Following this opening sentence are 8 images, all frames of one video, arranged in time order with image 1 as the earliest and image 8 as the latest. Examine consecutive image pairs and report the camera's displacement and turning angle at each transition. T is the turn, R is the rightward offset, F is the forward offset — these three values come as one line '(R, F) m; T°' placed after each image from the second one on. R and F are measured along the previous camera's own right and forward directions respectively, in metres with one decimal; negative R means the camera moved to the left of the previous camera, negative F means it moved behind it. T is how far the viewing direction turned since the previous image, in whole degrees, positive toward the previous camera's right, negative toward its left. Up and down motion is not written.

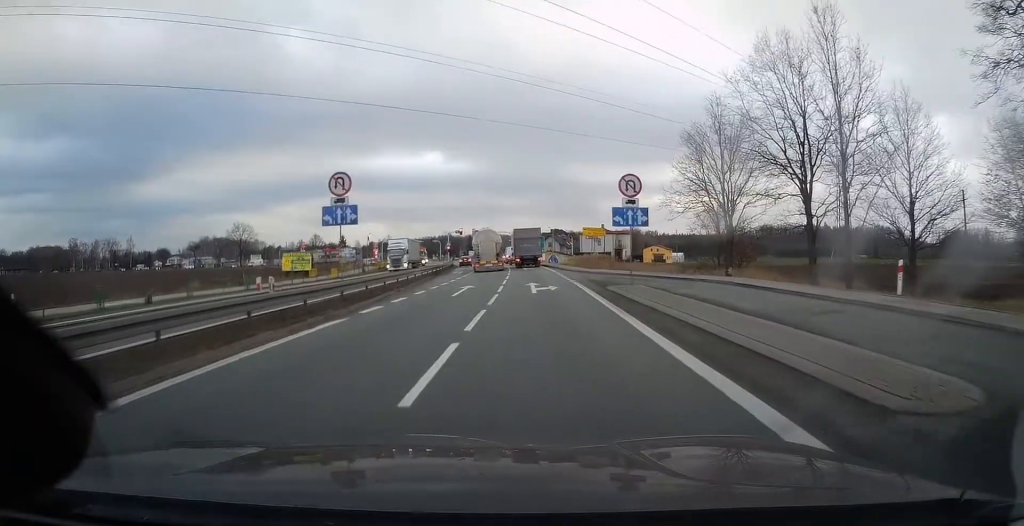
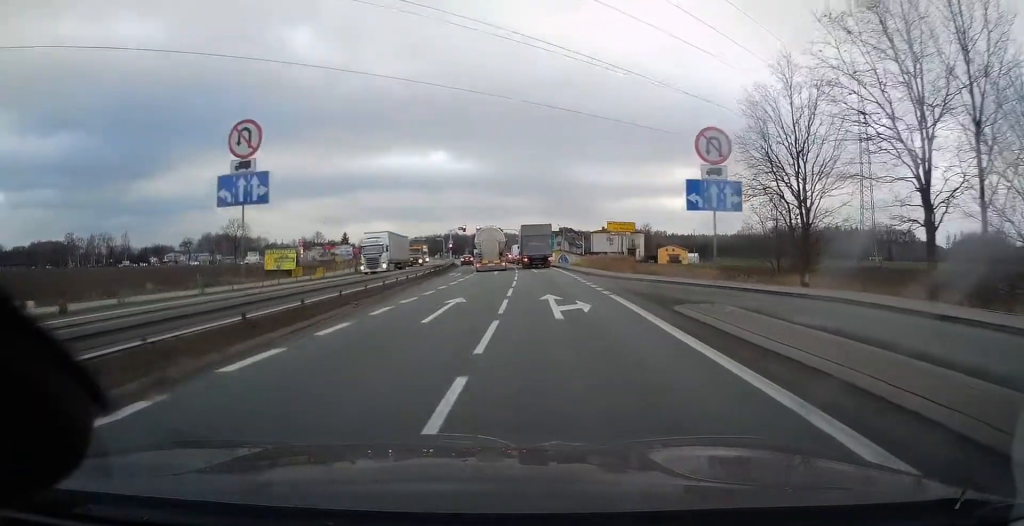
(0.0, +8.9) m; 0°
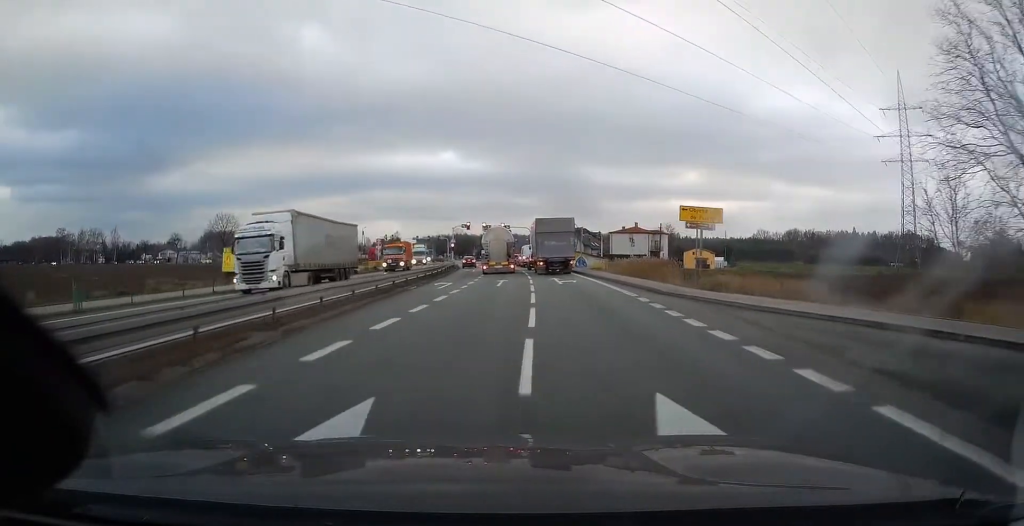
(0.0, +14.5) m; +1°
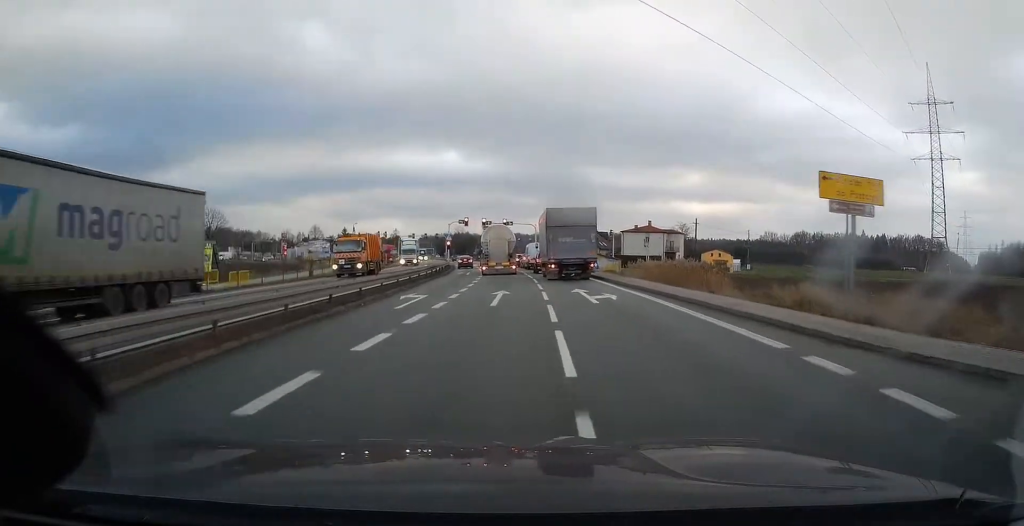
(+0.1, +10.9) m; 0°
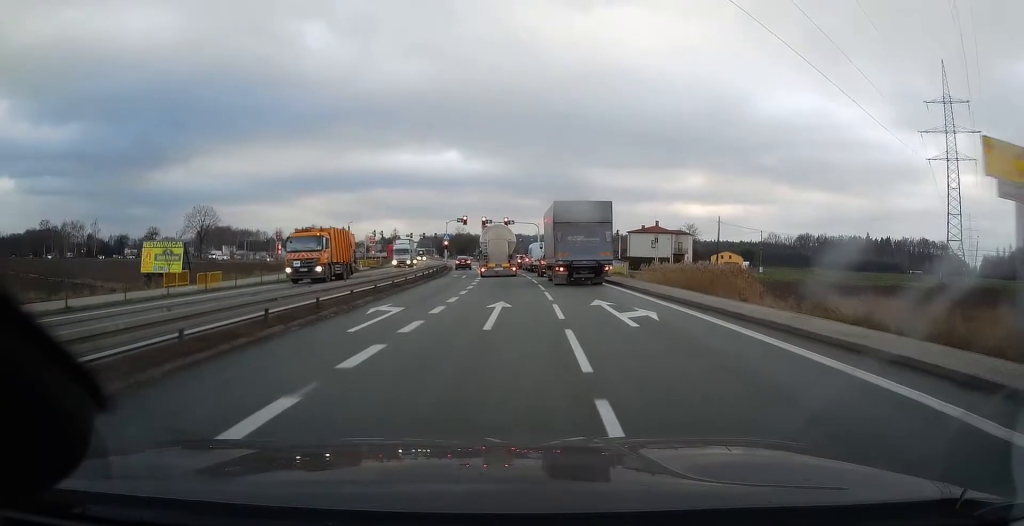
(0.0, +5.3) m; 0°
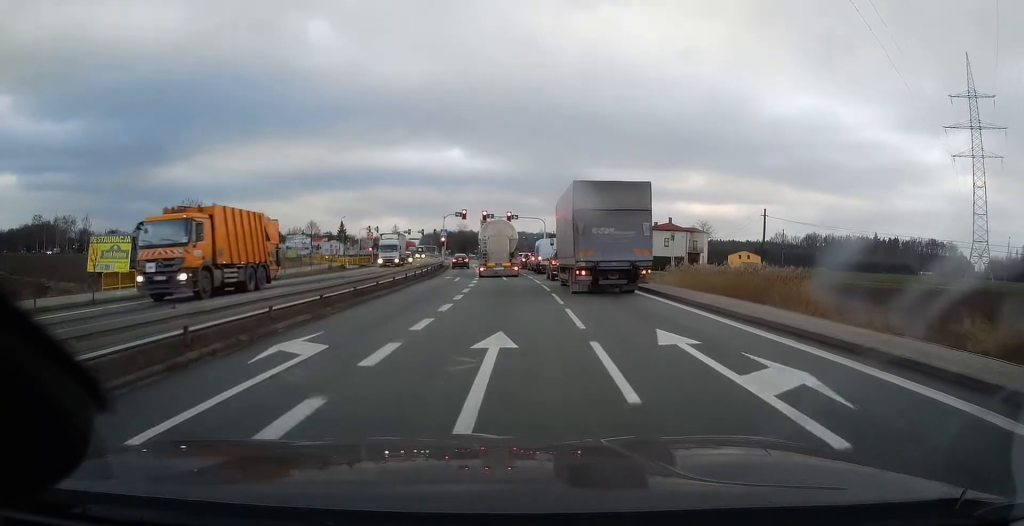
(0.0, +7.7) m; 0°
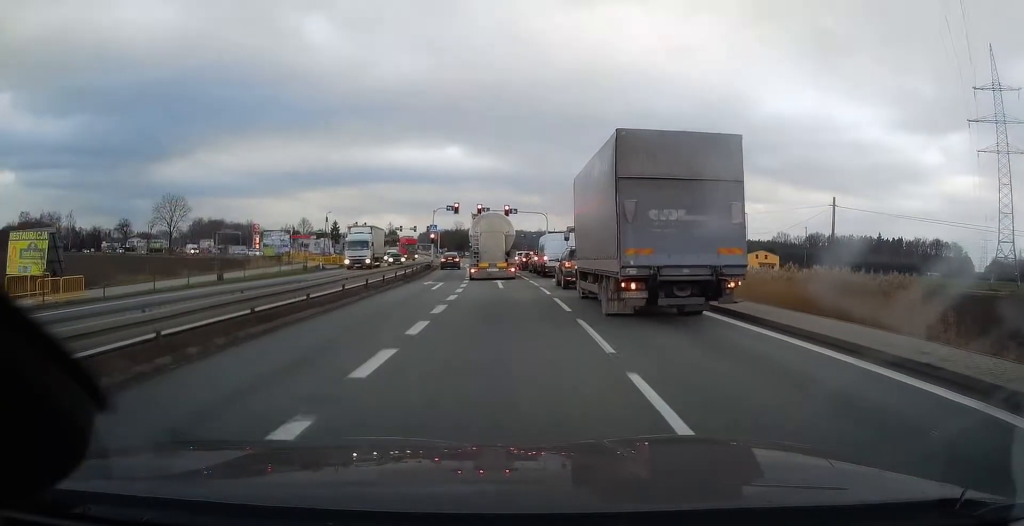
(0.0, +9.0) m; +2°
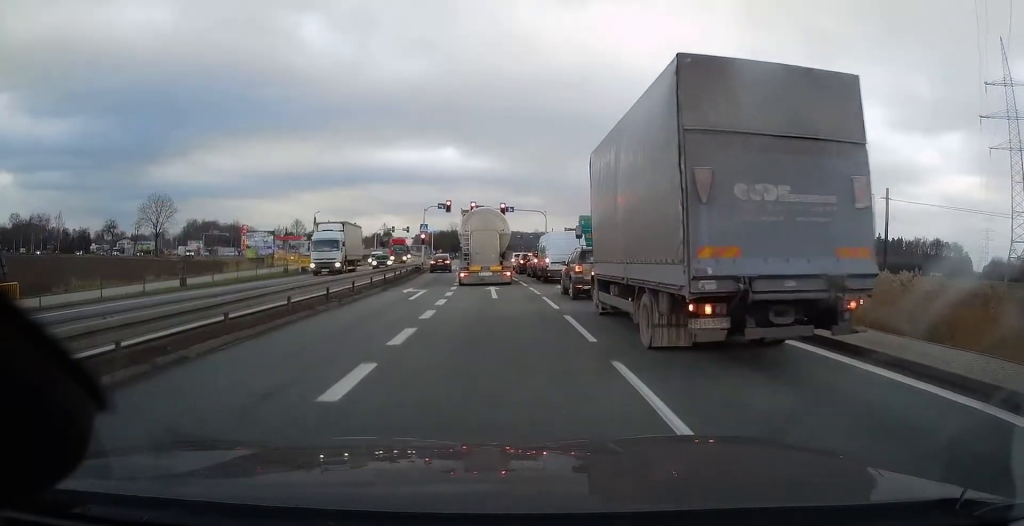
(+0.1, +5.0) m; +2°
